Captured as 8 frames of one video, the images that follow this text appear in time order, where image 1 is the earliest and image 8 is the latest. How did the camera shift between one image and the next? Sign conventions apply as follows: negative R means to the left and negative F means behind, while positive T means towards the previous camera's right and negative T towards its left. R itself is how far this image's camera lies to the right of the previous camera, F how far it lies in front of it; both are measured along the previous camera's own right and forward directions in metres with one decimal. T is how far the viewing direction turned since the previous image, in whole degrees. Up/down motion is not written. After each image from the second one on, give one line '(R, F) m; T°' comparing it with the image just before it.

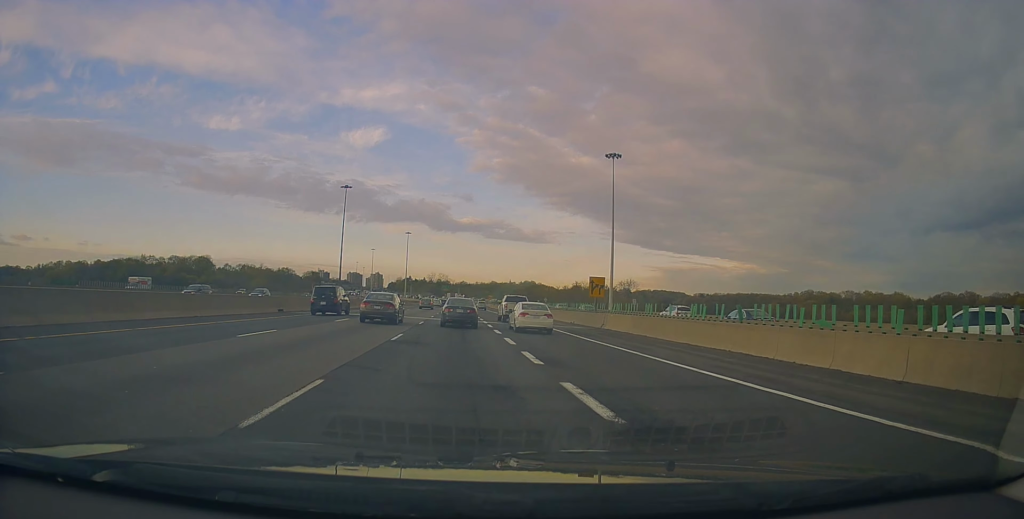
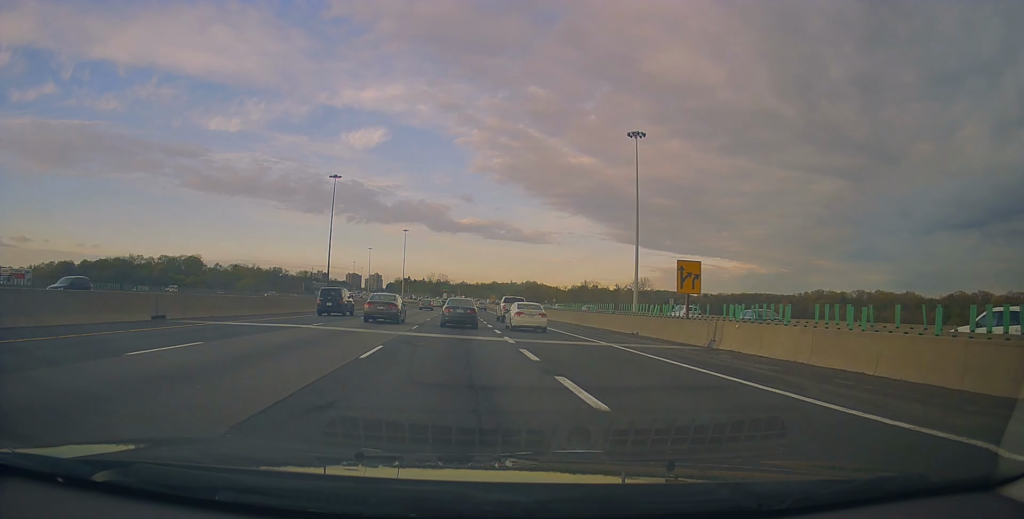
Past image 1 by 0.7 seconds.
(-0.2, +16.9) m; 0°
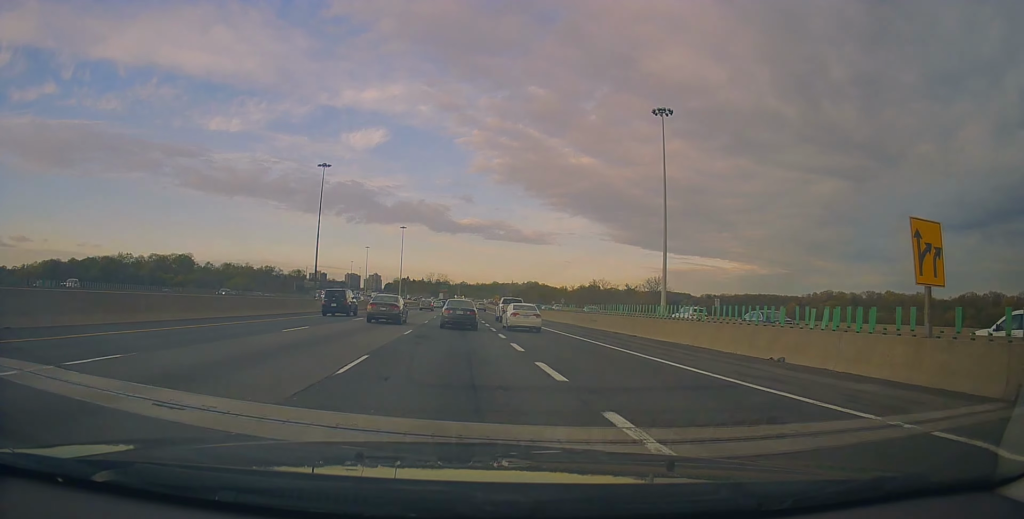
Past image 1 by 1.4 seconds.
(-0.1, +15.1) m; 0°
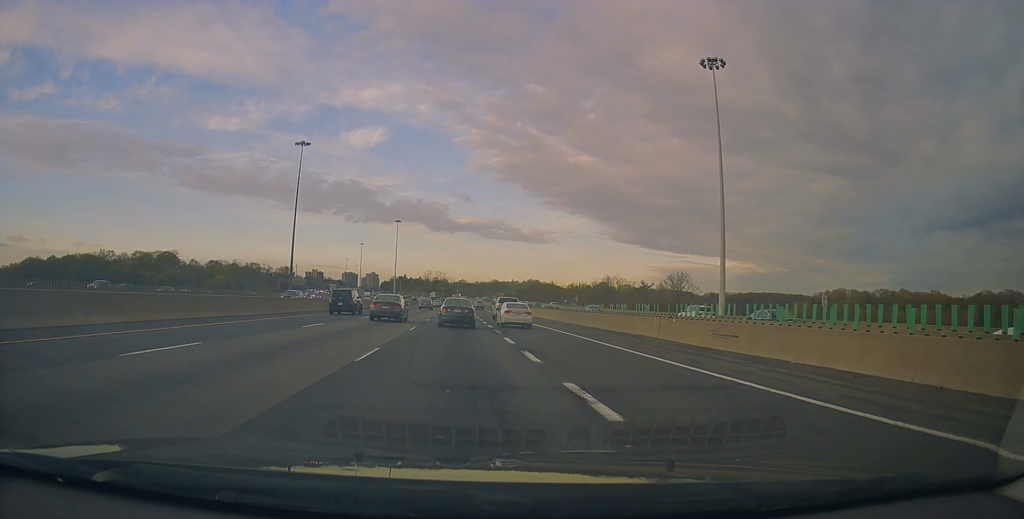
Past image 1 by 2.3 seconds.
(+0.1, +21.3) m; +1°
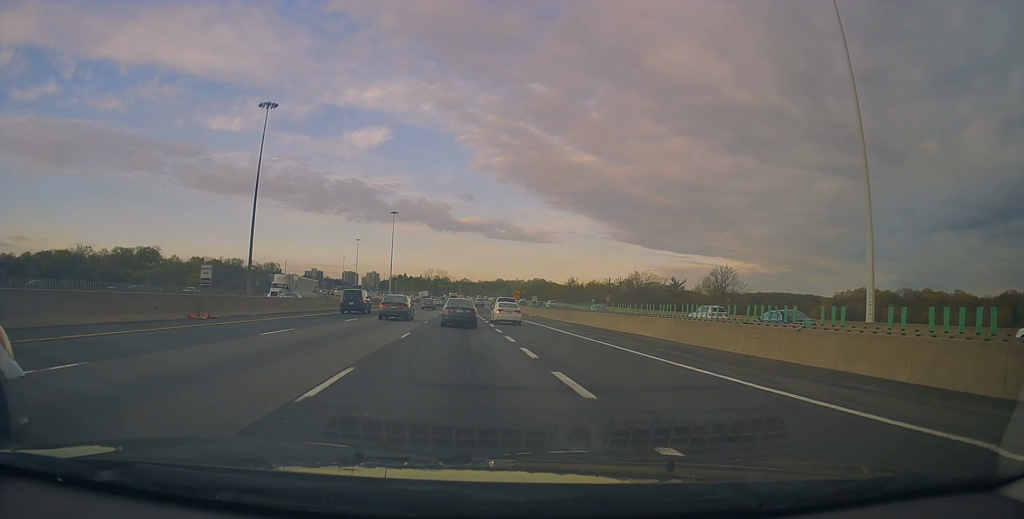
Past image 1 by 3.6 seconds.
(+0.4, +28.9) m; 0°
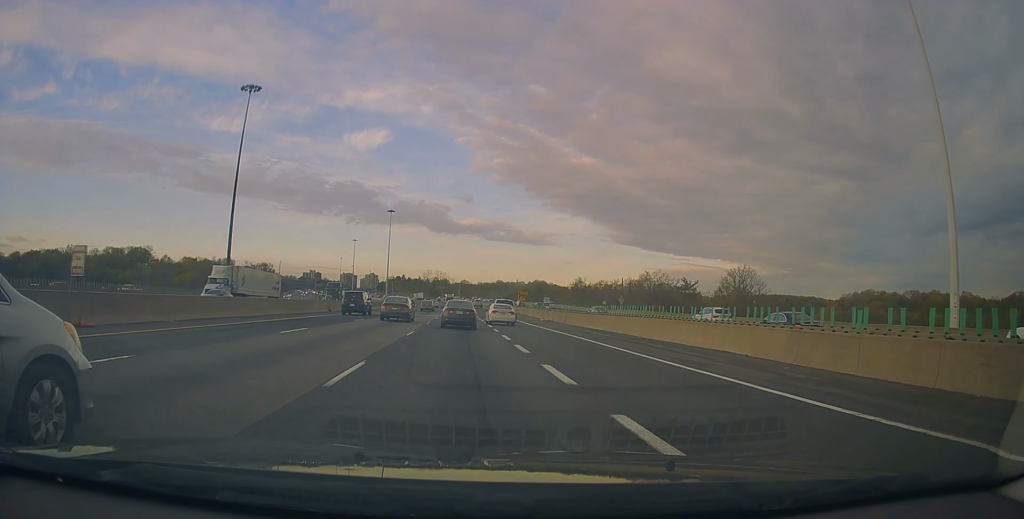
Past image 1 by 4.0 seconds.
(+0.1, +9.6) m; -1°
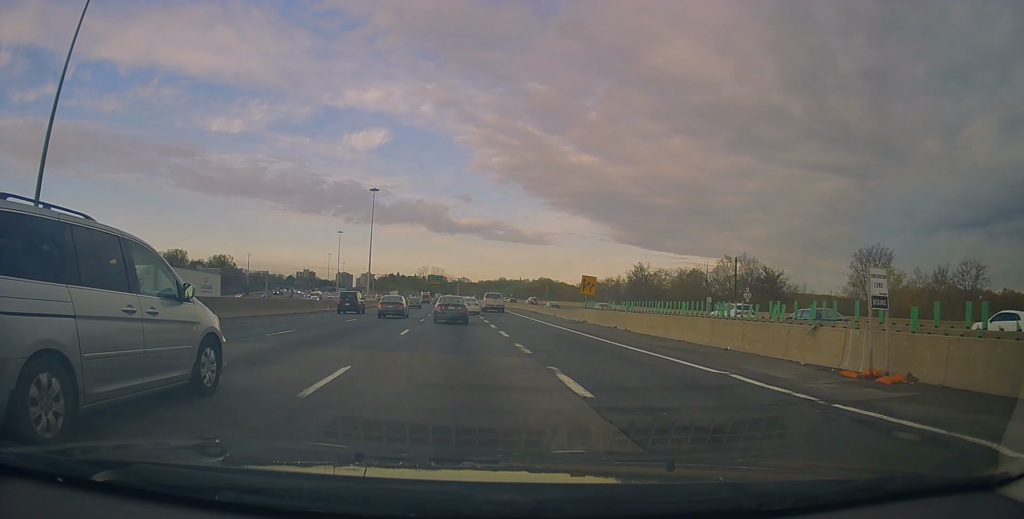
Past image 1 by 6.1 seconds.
(-1.1, +49.0) m; -1°
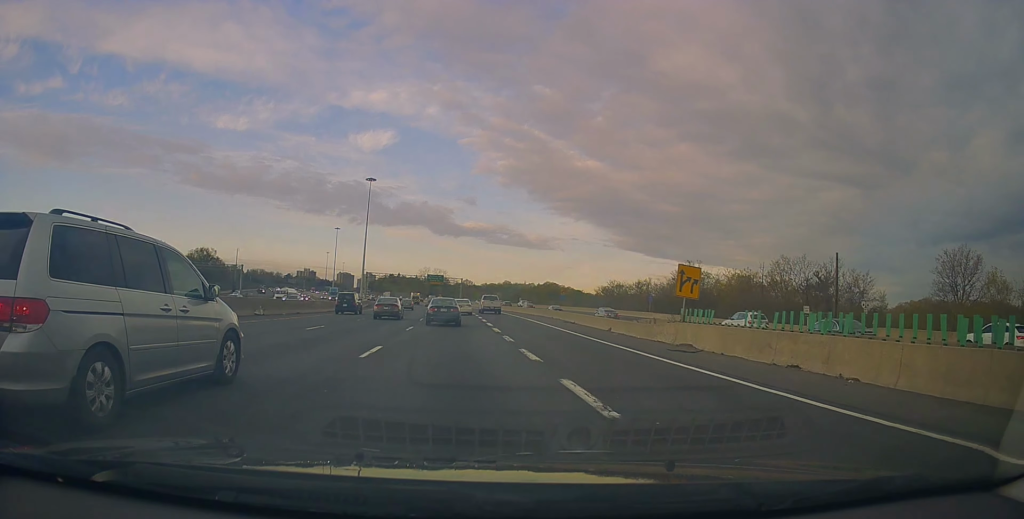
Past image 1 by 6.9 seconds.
(+0.3, +19.7) m; +1°
